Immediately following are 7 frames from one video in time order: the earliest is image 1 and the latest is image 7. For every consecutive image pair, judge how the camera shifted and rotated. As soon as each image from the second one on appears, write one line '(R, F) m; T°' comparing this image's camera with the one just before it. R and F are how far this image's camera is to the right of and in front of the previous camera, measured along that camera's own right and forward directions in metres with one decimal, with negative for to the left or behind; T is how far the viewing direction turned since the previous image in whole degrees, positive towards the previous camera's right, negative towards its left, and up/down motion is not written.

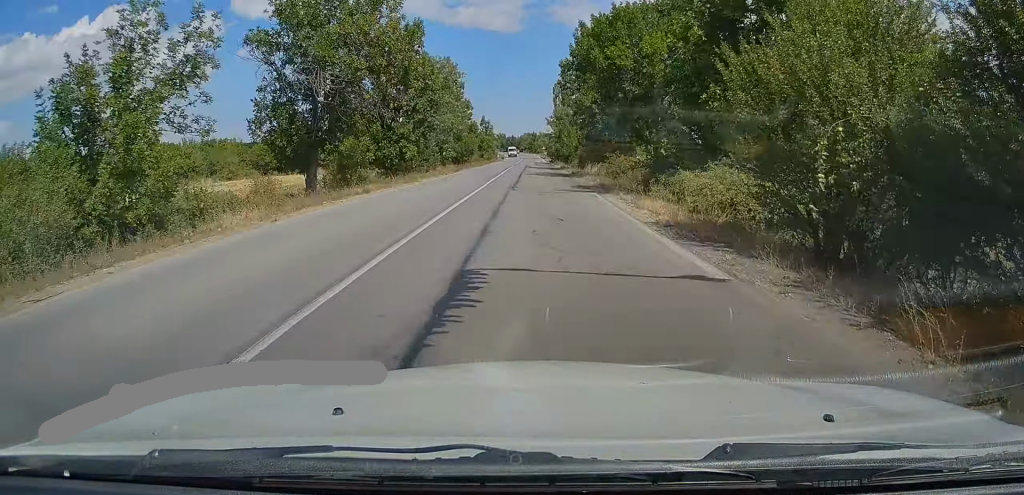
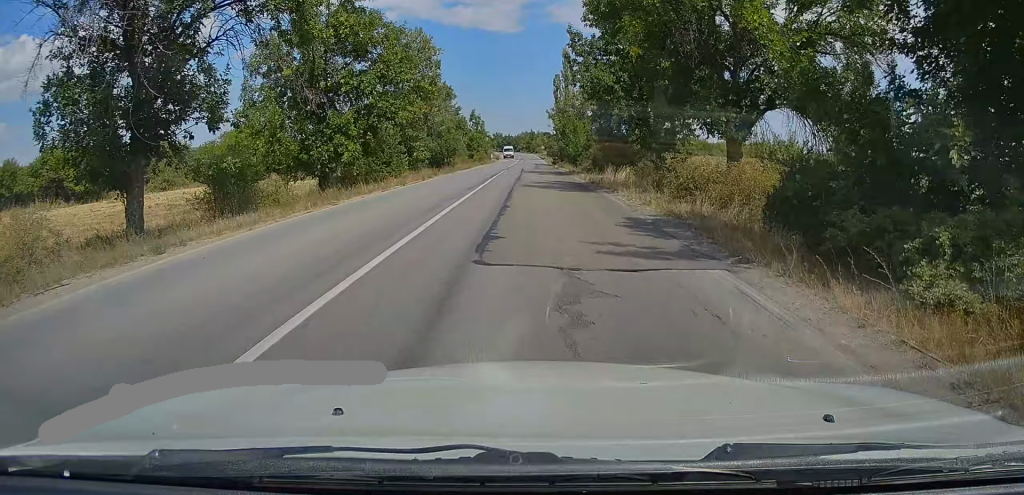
(+0.1, +14.0) m; 0°
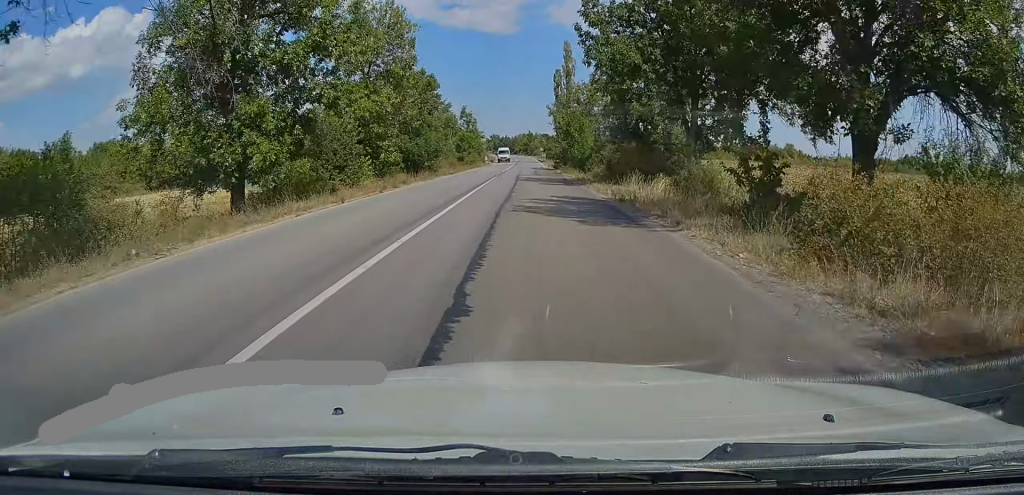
(0.0, +9.4) m; 0°
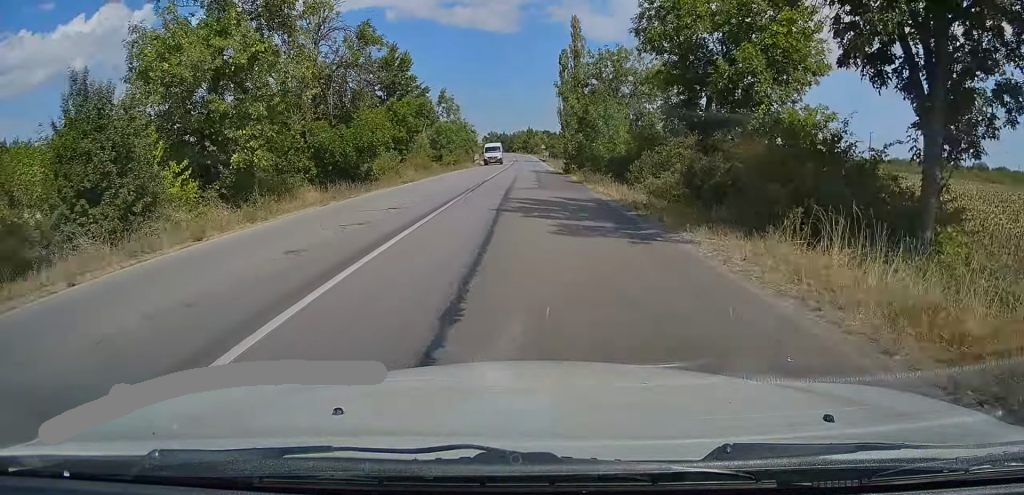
(-0.1, +18.1) m; -1°
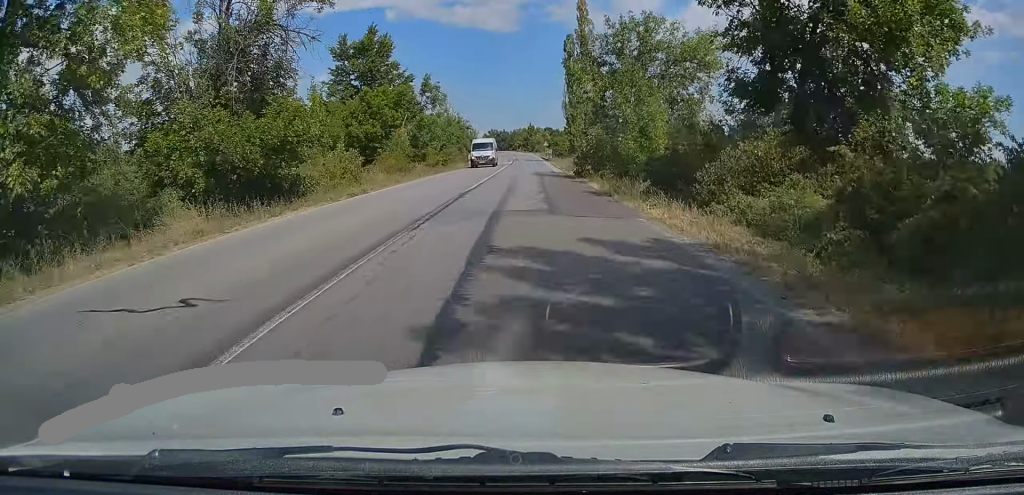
(-0.1, +9.5) m; 0°
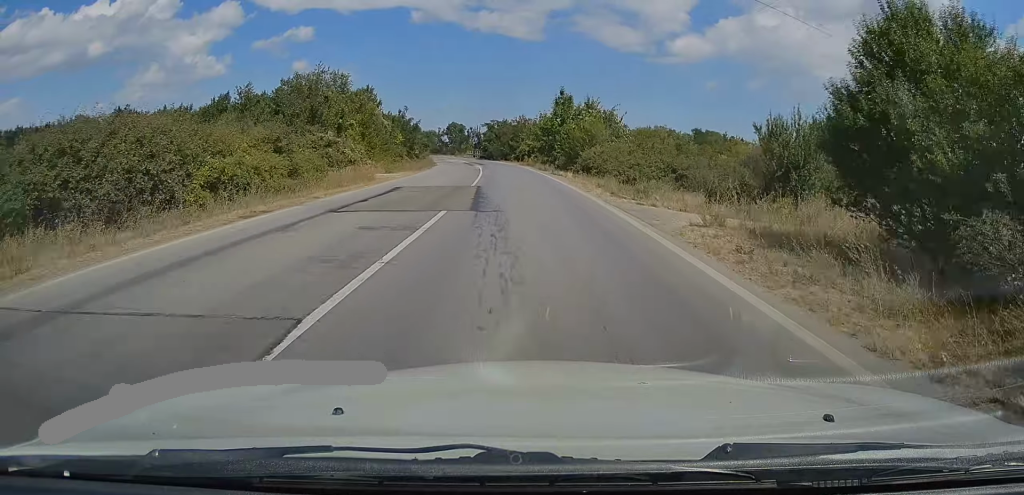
(+1.6, +102.0) m; +1°
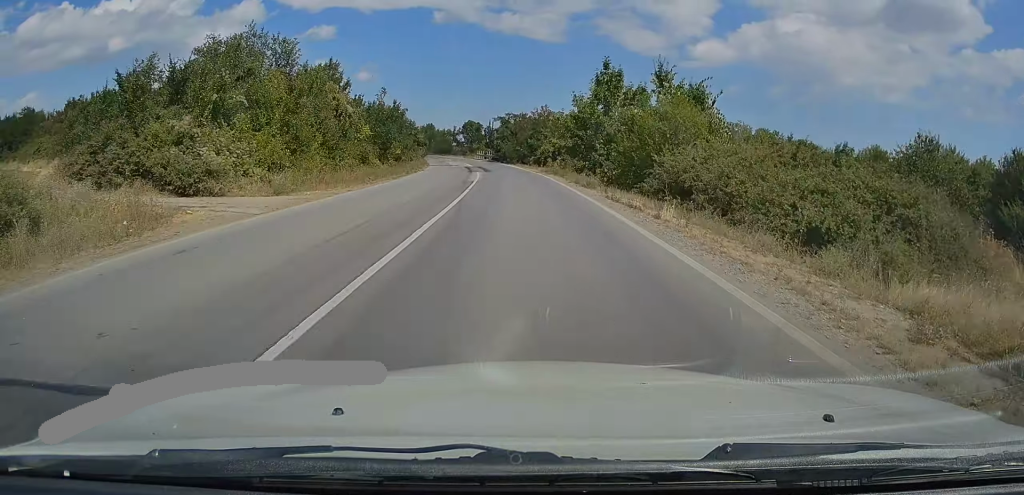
(-0.1, +20.1) m; -1°
